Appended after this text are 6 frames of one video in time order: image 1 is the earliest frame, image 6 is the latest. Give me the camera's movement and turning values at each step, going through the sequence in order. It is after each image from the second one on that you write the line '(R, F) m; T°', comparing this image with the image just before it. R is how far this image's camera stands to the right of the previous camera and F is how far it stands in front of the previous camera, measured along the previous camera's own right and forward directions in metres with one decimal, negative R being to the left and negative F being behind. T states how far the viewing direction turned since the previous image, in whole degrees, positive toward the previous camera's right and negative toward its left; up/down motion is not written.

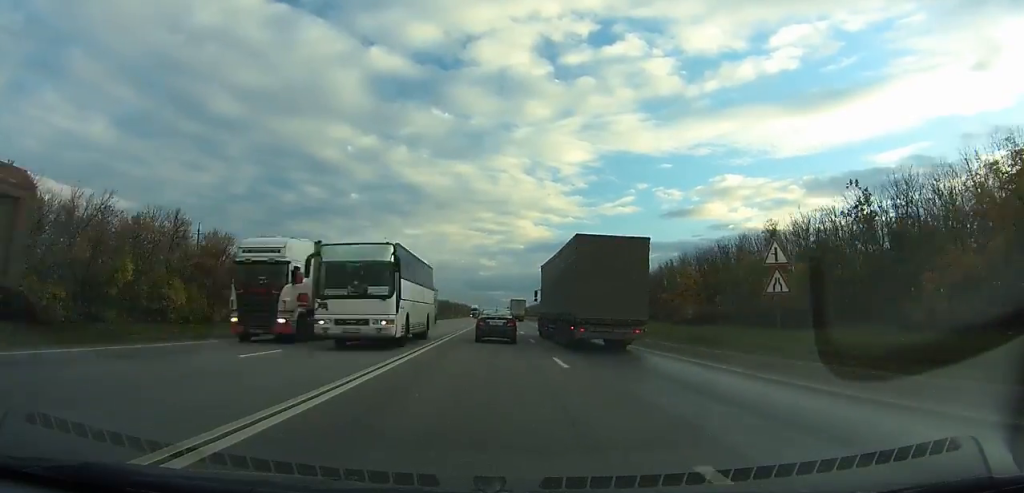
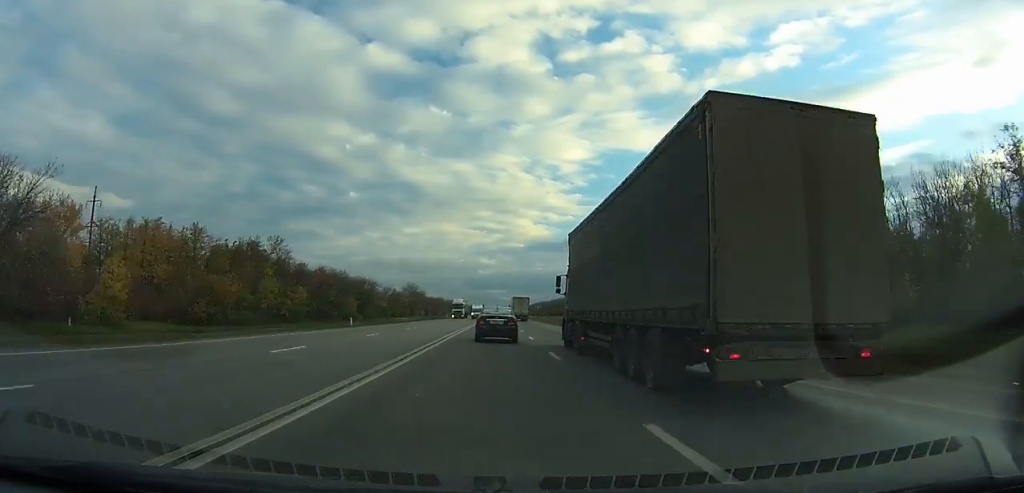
(-0.1, +46.2) m; 0°
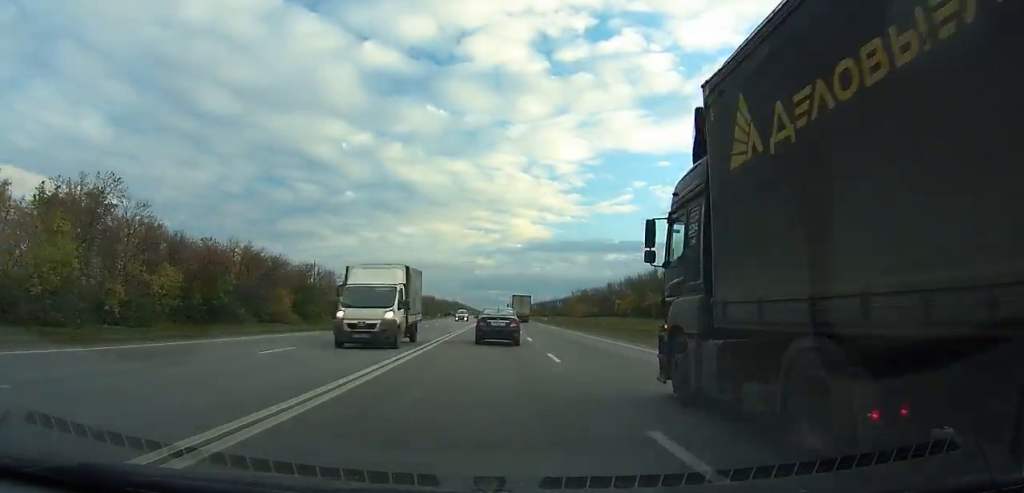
(+0.1, +49.0) m; 0°
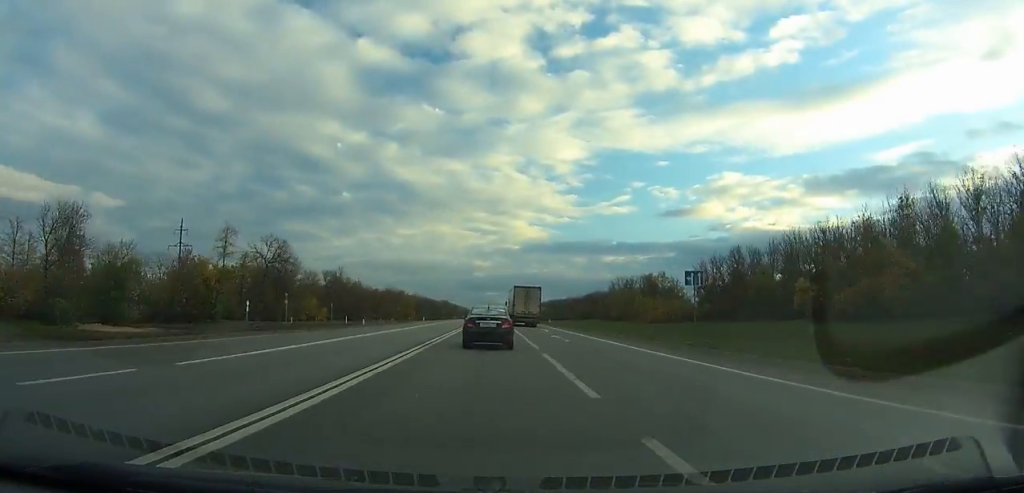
(+0.2, +111.3) m; 0°
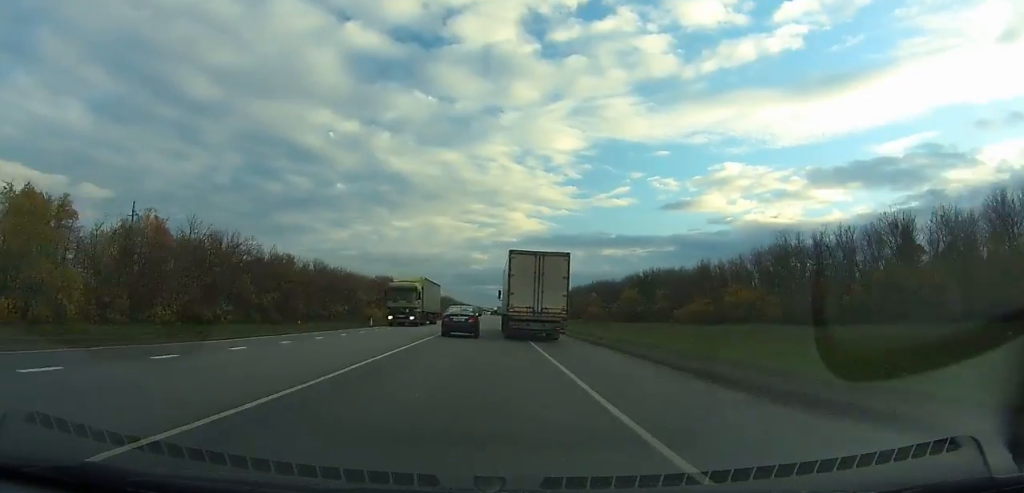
(+0.1, +224.4) m; 0°
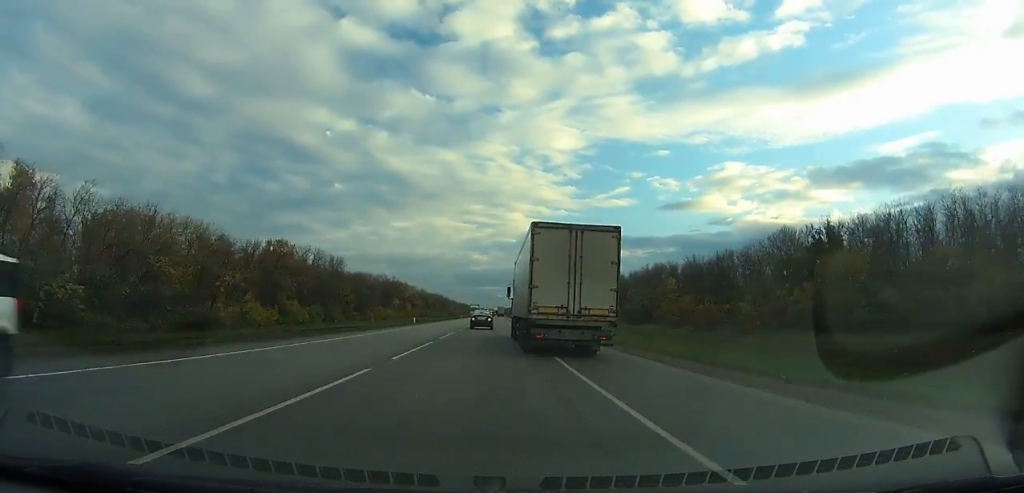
(0.0, +95.8) m; 0°
